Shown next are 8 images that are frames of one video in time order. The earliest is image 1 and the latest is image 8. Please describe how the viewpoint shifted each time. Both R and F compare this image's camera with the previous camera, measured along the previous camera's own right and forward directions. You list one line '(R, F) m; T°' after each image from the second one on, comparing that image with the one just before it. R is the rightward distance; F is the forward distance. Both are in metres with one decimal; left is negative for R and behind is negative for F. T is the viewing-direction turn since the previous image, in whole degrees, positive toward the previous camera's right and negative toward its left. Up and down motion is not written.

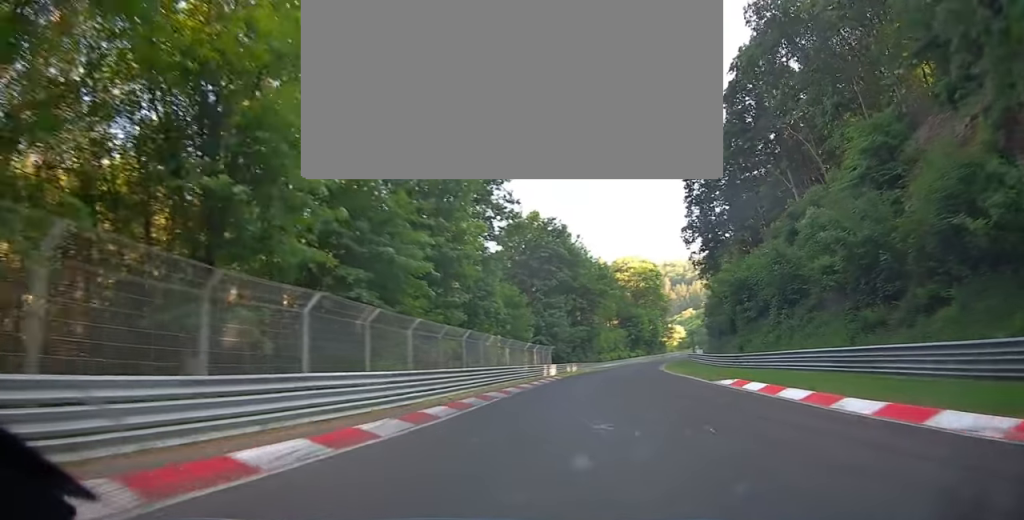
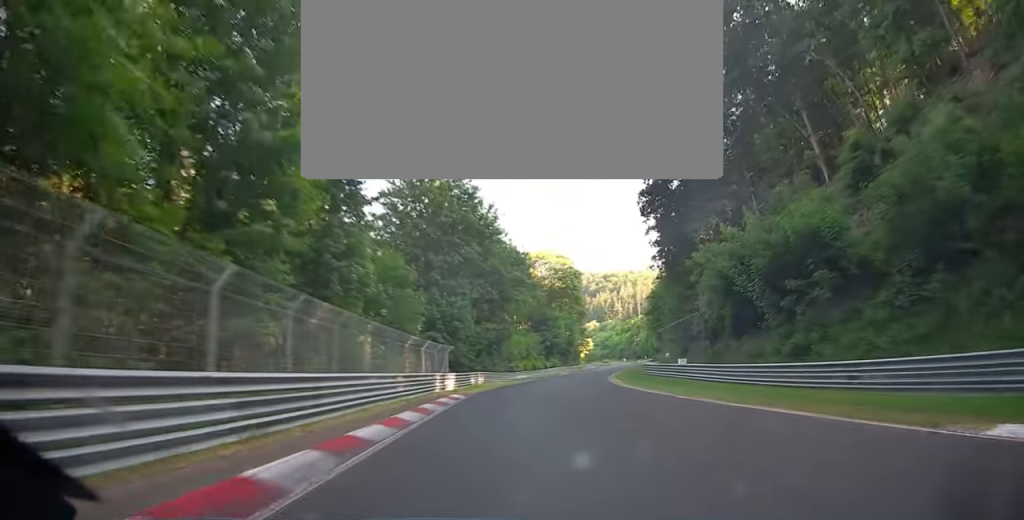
(+1.5, +20.4) m; +7°
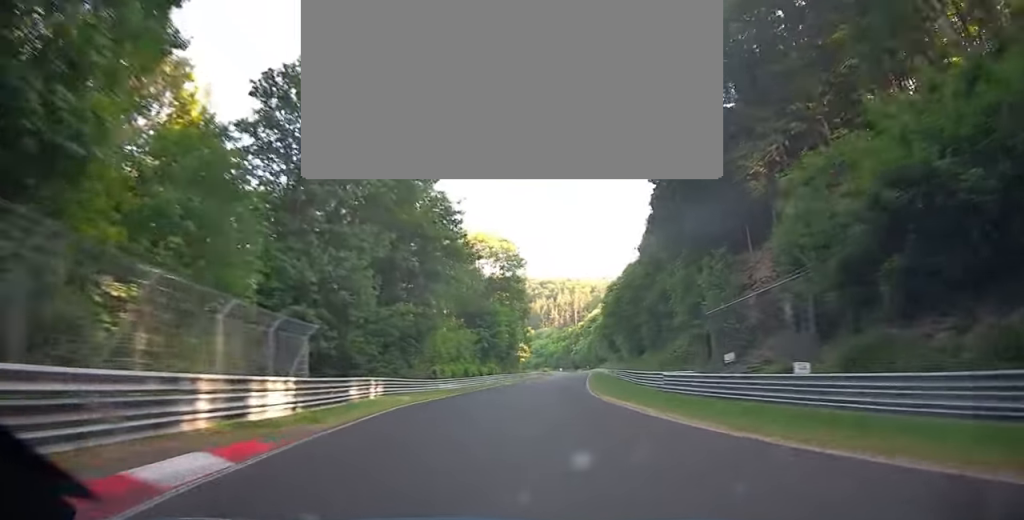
(+0.6, +19.6) m; +5°
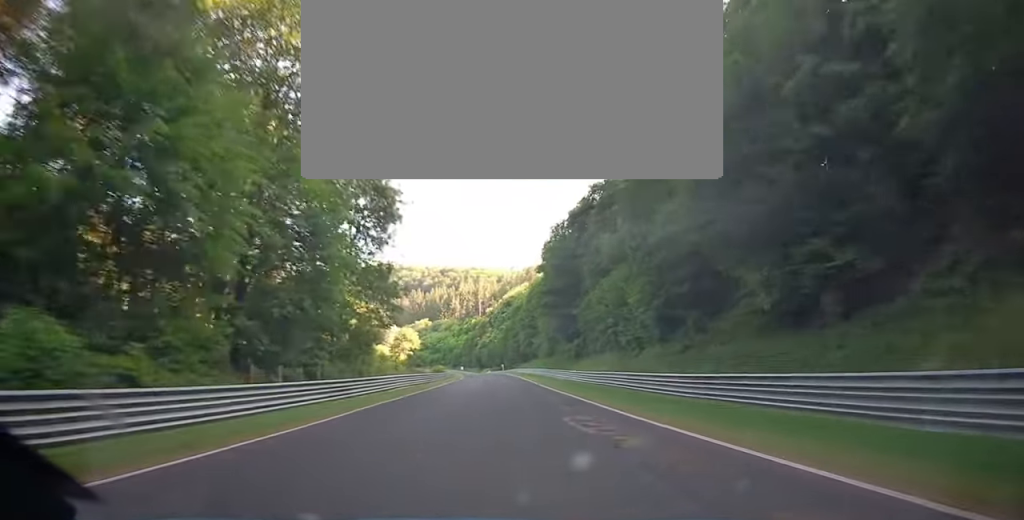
(+5.8, +64.9) m; +7°
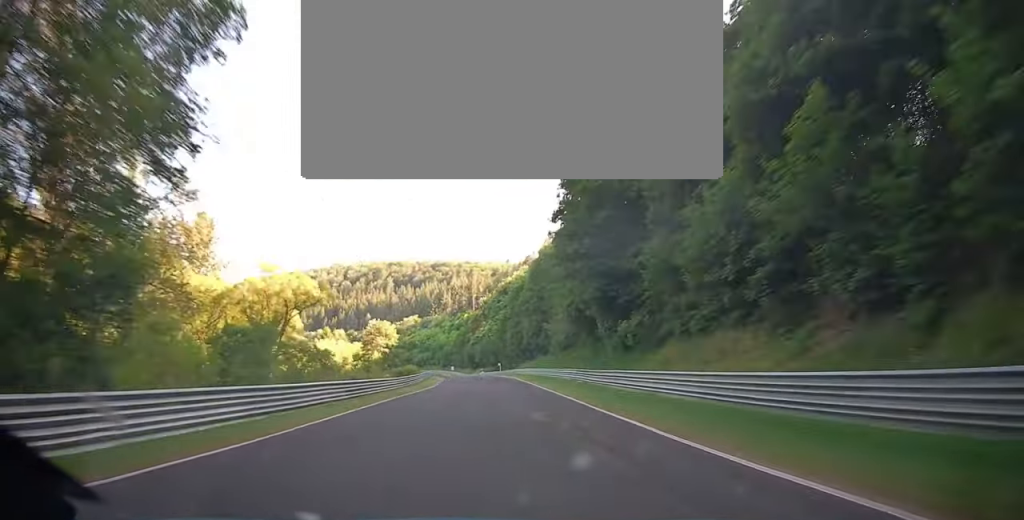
(+0.1, +33.2) m; -1°
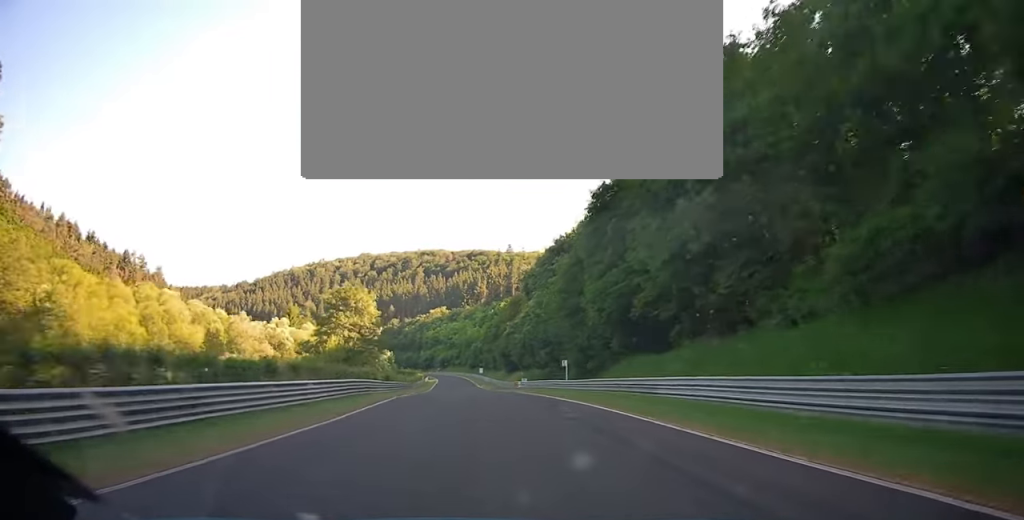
(-2.1, +61.6) m; -5°
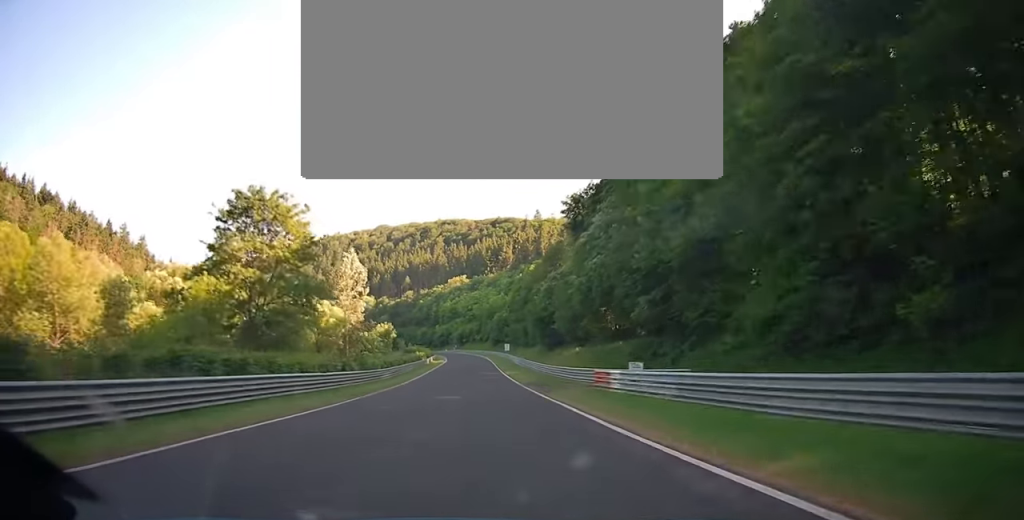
(-1.4, +39.7) m; -4°
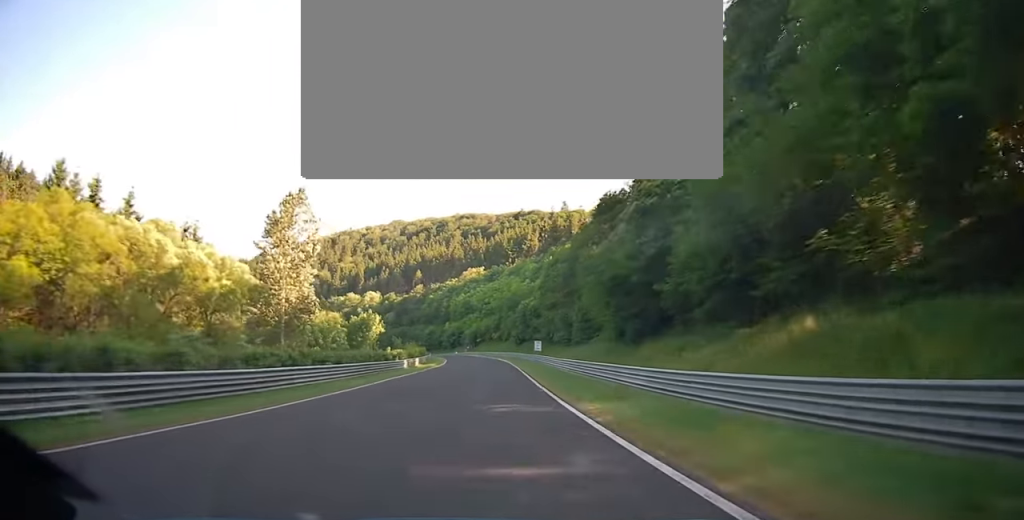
(-1.2, +39.2) m; -3°
